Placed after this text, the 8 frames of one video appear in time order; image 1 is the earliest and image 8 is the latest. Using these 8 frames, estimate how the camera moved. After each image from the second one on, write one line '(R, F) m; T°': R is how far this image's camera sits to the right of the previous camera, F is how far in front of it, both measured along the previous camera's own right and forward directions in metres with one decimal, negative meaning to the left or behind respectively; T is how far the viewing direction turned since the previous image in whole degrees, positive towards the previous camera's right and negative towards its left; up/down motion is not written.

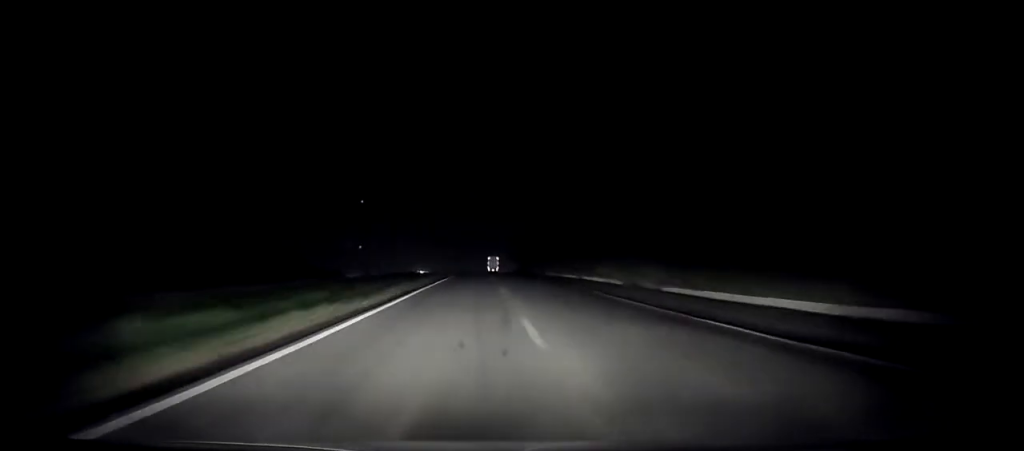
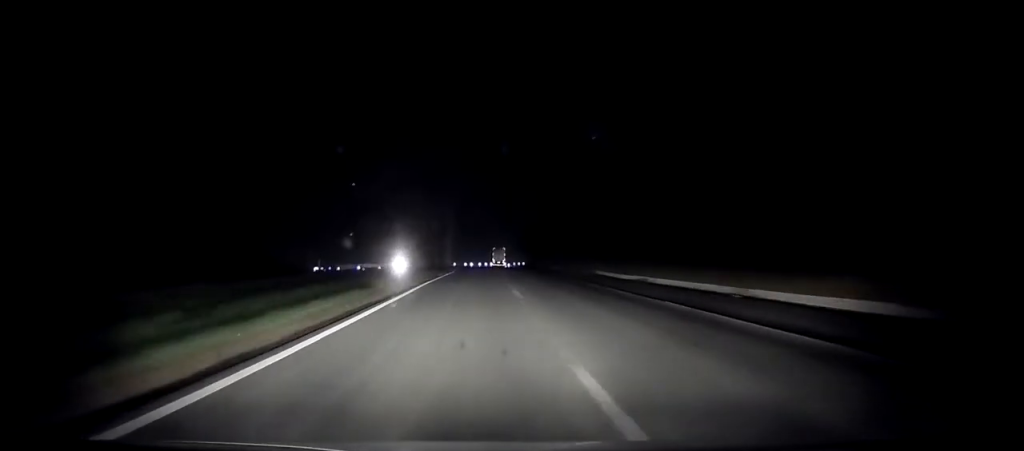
(0.0, +37.7) m; 0°
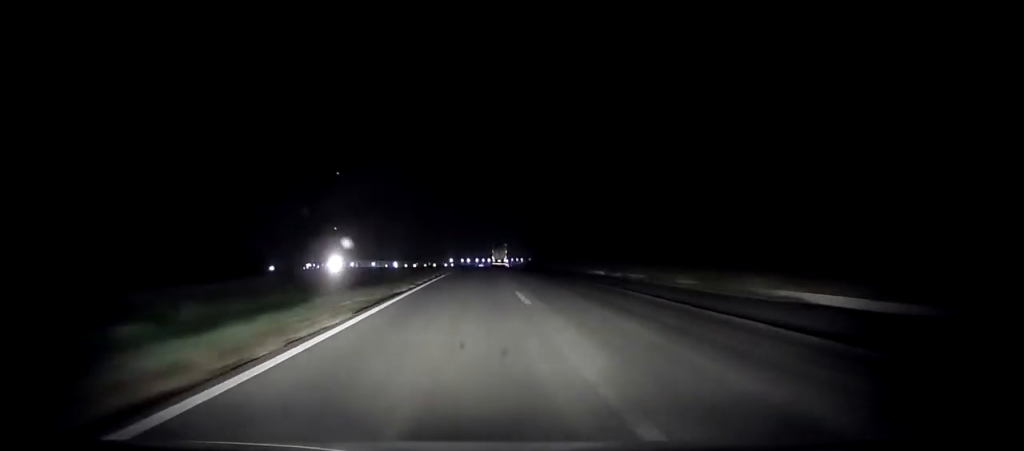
(0.0, +33.7) m; 0°
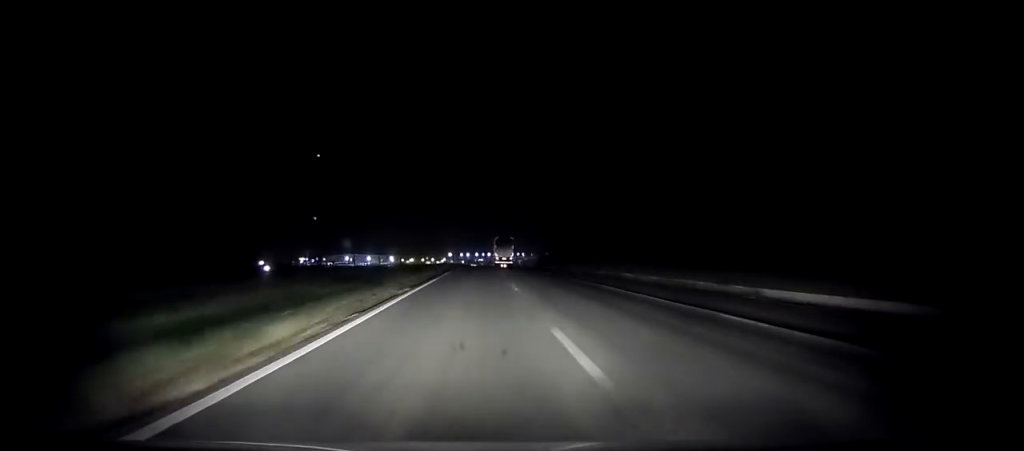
(-0.1, +41.1) m; 0°
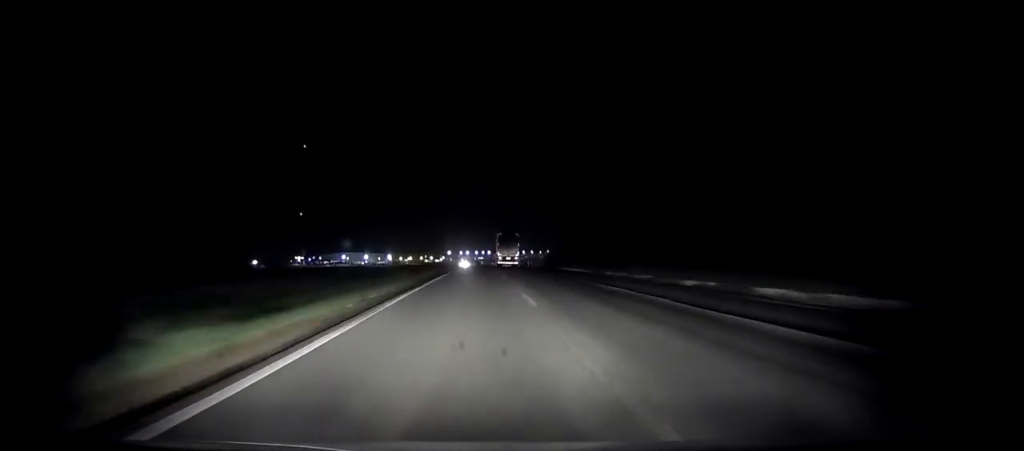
(0.0, +22.3) m; 0°
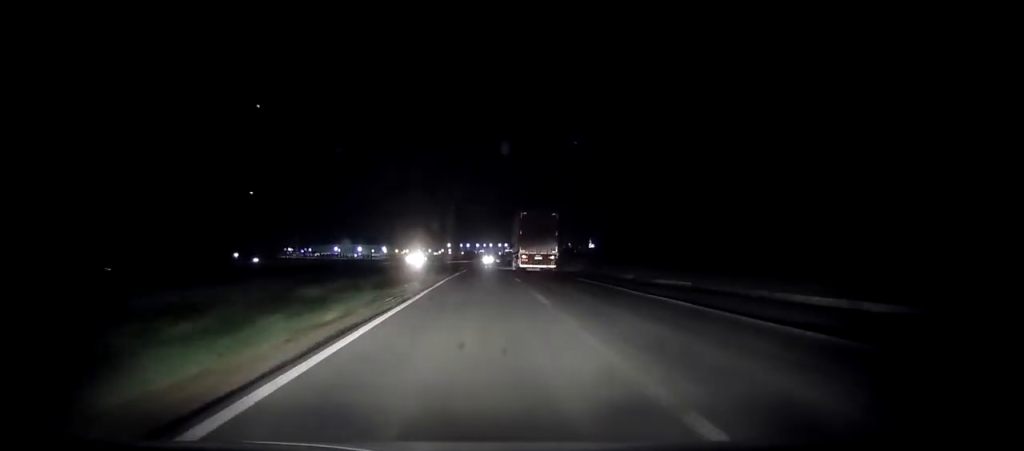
(0.0, +62.0) m; 0°
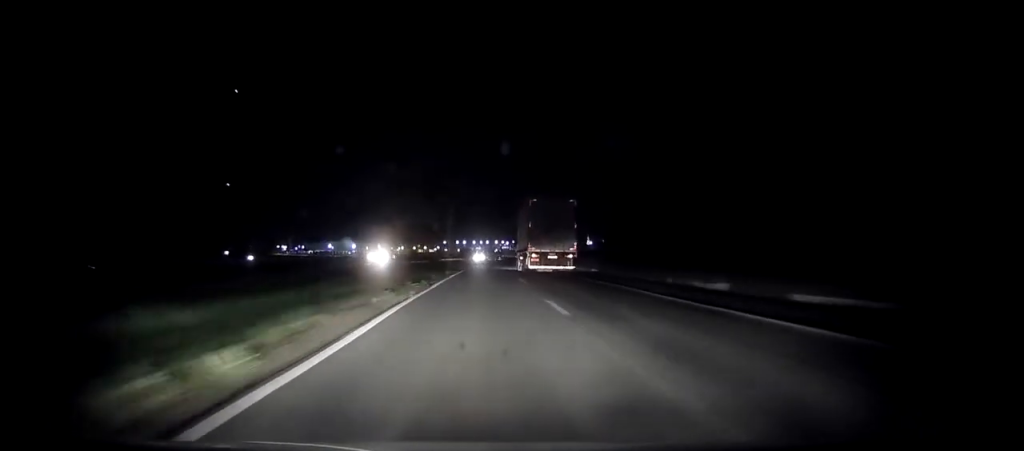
(0.0, +17.4) m; 0°
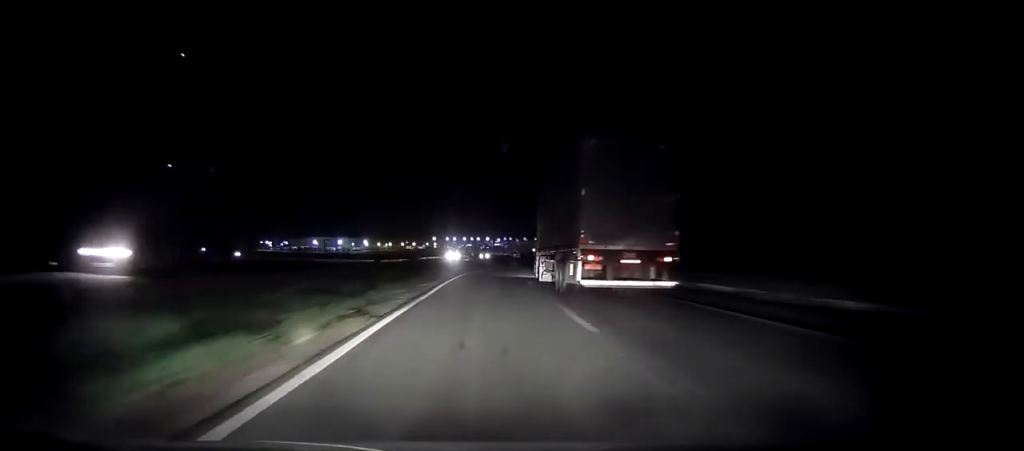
(0.0, +34.2) m; +1°
